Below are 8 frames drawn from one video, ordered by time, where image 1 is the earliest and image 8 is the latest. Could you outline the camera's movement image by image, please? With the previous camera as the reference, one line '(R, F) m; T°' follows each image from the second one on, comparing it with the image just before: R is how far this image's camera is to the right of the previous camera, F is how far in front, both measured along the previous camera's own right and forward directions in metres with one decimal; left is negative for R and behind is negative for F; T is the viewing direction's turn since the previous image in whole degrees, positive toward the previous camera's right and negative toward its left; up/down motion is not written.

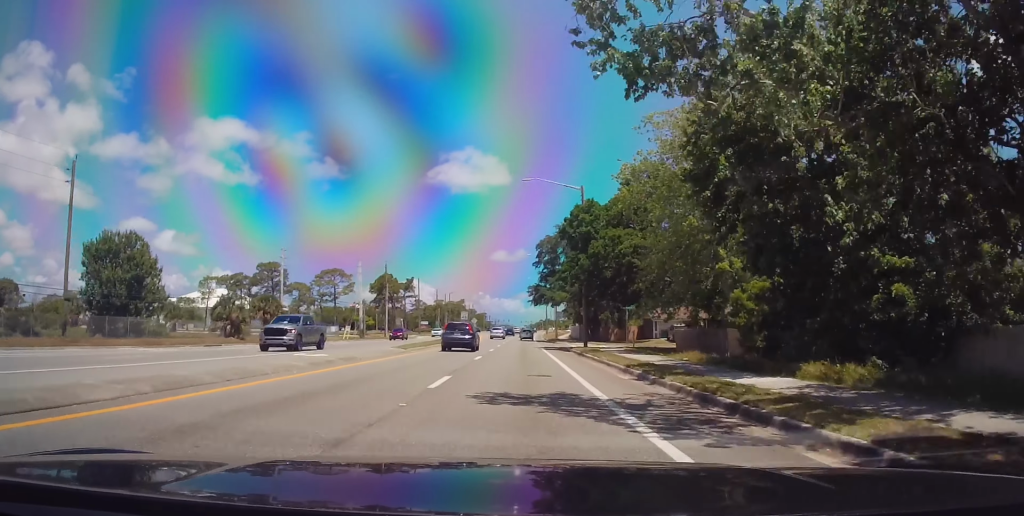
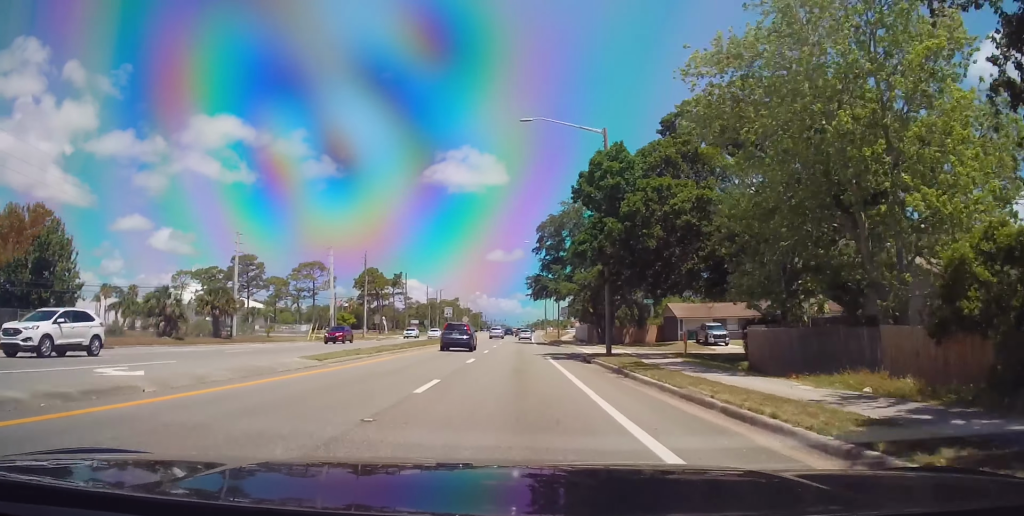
(+0.1, +13.5) m; 0°
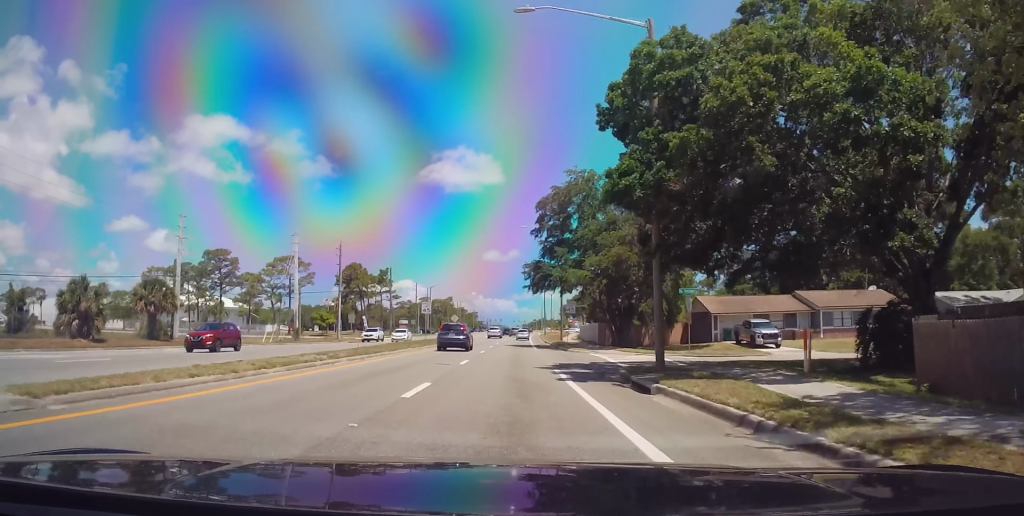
(0.0, +12.2) m; 0°
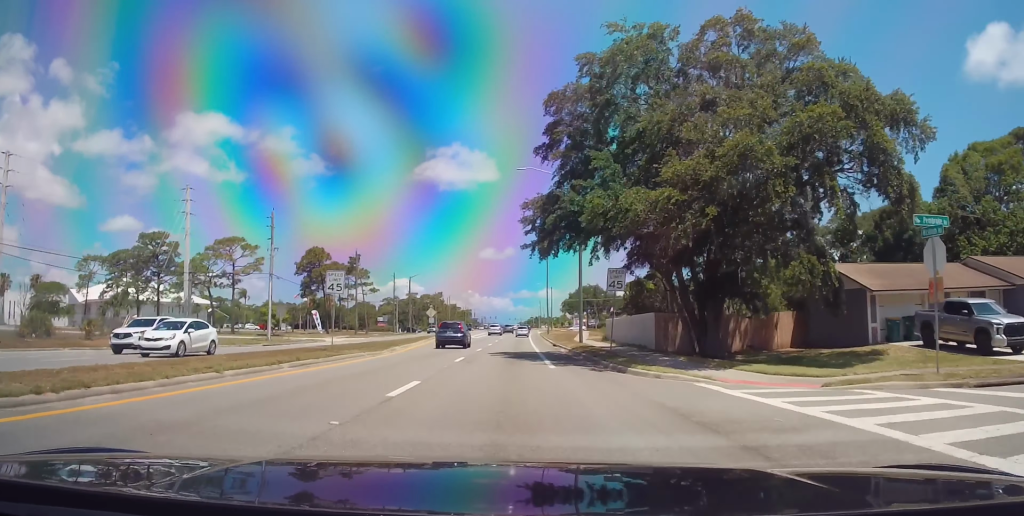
(0.0, +24.0) m; 0°
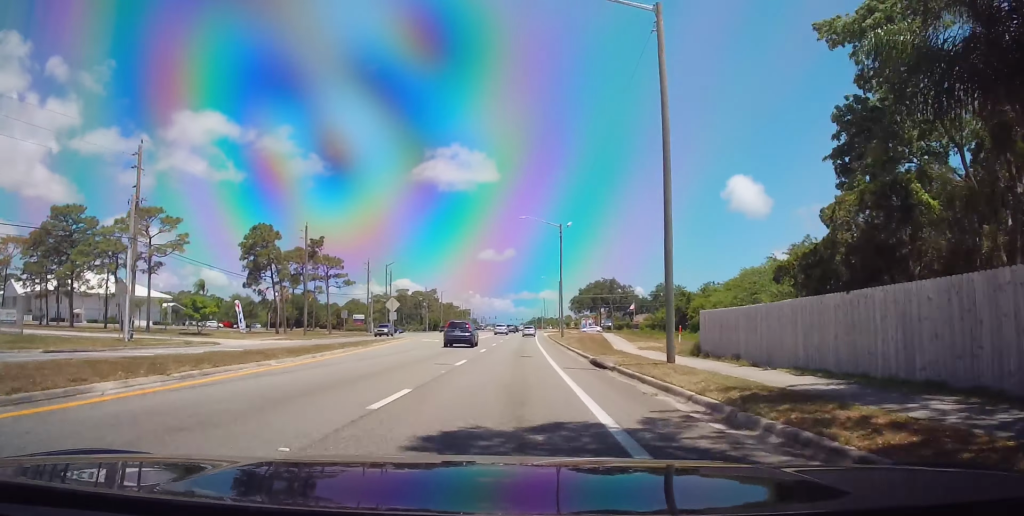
(0.0, +26.1) m; +1°
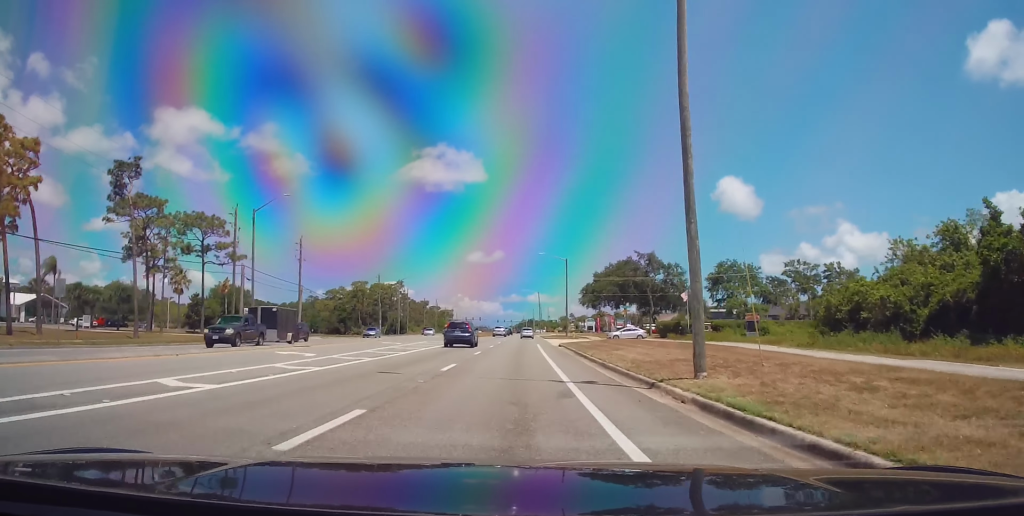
(+0.4, +51.0) m; +1°
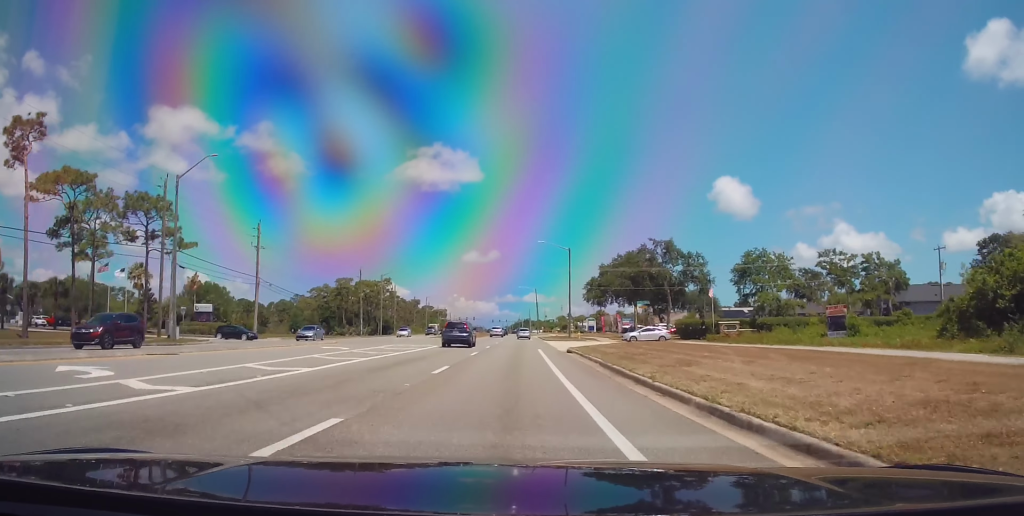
(+0.3, +13.0) m; 0°
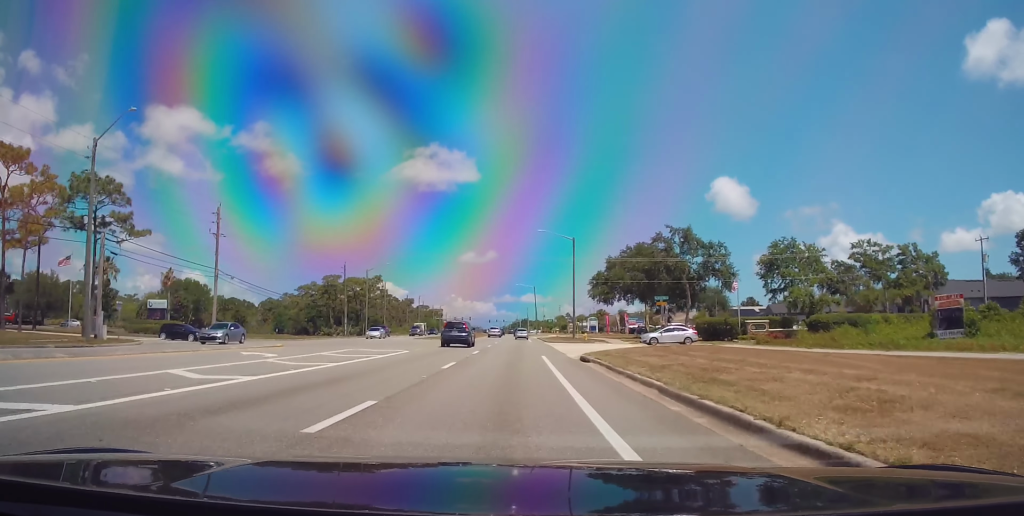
(-0.2, +9.7) m; 0°
